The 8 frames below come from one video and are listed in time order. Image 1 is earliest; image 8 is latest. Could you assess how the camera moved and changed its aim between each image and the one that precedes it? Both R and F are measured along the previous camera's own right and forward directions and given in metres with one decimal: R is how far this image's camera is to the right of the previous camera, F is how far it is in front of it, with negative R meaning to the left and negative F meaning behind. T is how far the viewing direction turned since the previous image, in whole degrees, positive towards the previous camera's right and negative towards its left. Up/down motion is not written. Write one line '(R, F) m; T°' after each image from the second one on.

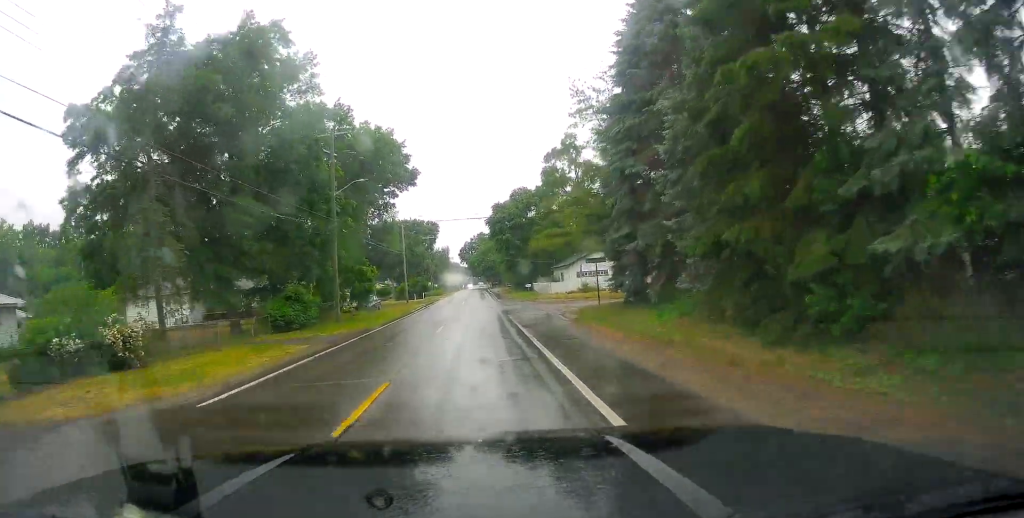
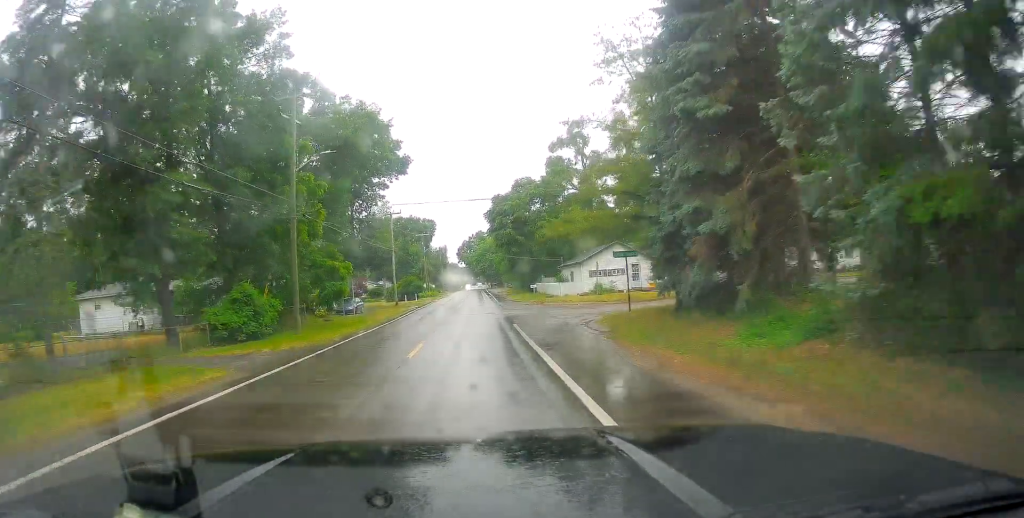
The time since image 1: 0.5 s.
(-0.2, +7.6) m; 0°
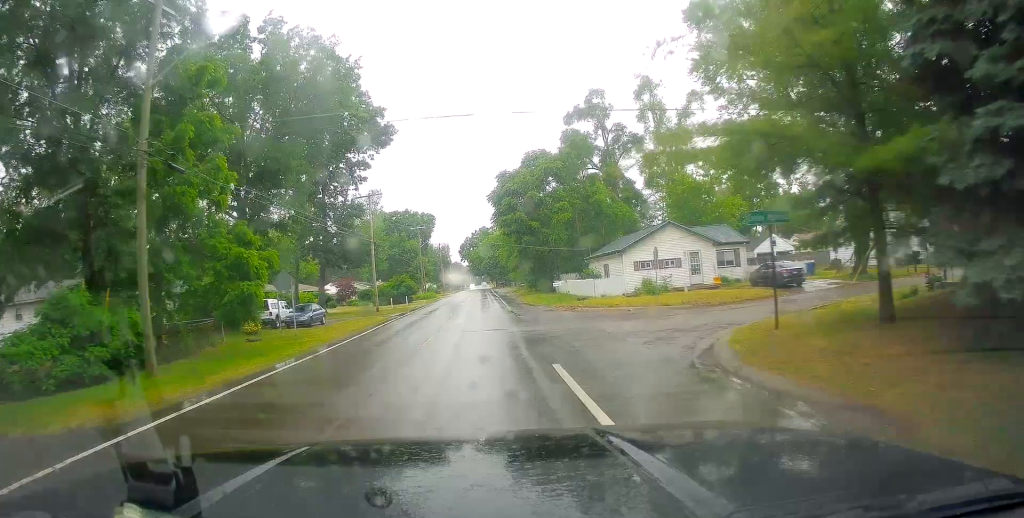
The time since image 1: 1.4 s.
(-0.2, +13.7) m; +2°
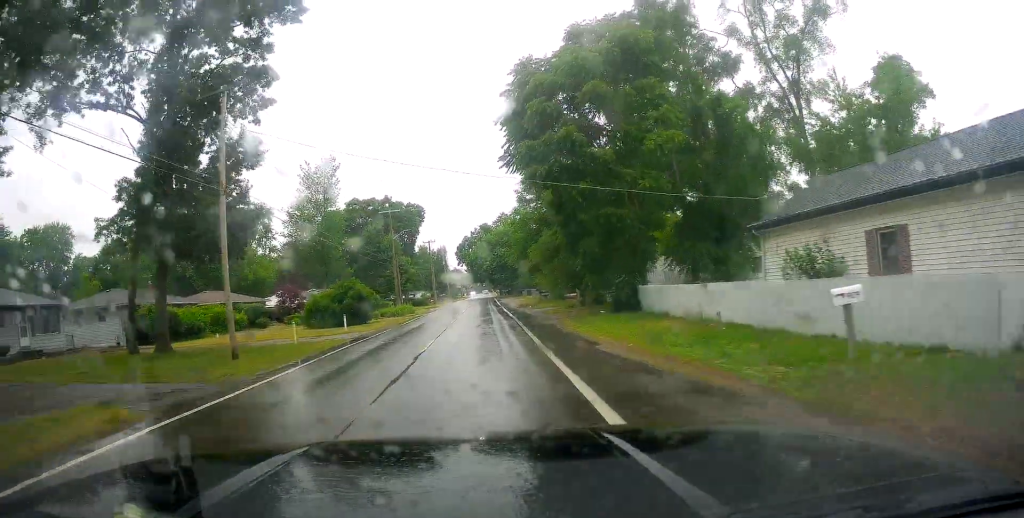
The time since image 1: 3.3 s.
(+0.6, +29.4) m; -1°
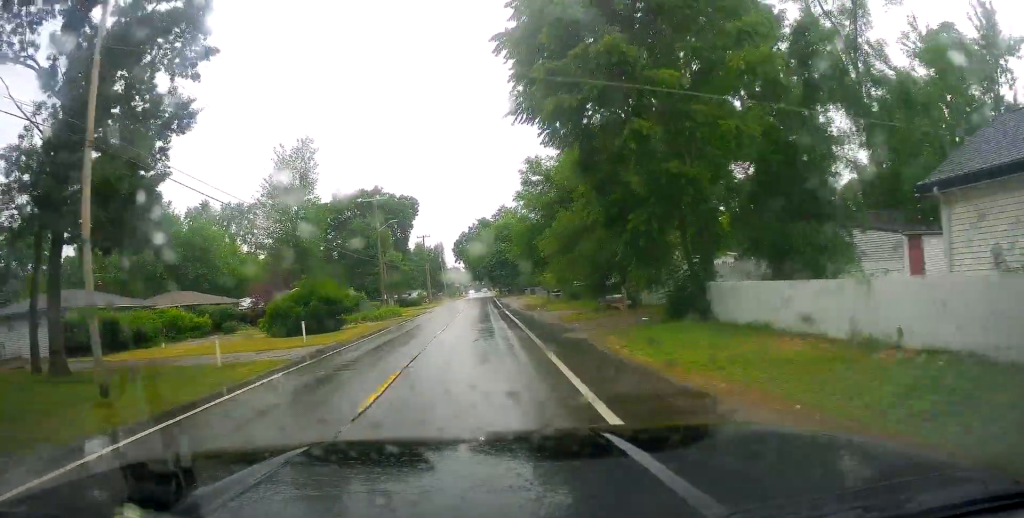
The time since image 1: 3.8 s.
(0.0, +8.3) m; 0°
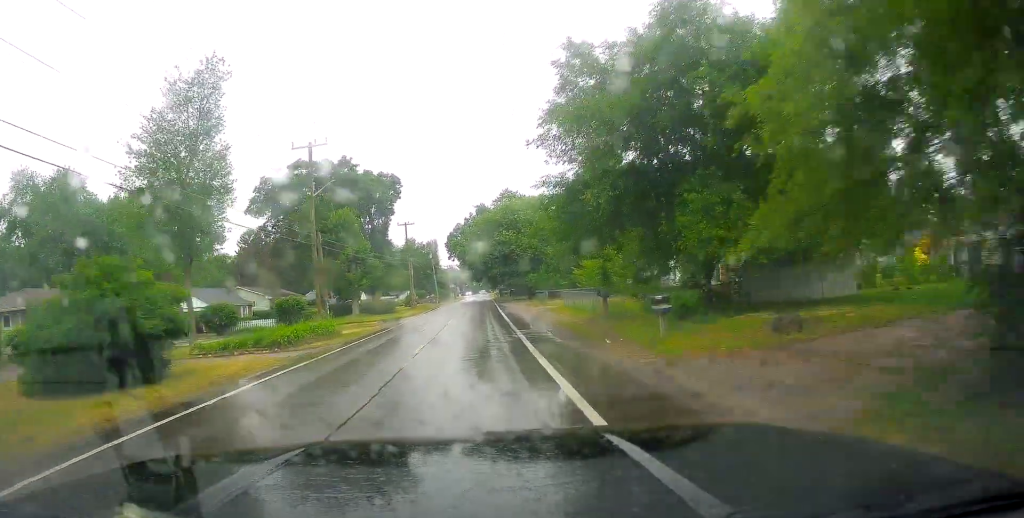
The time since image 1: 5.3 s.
(+0.1, +22.1) m; +2°
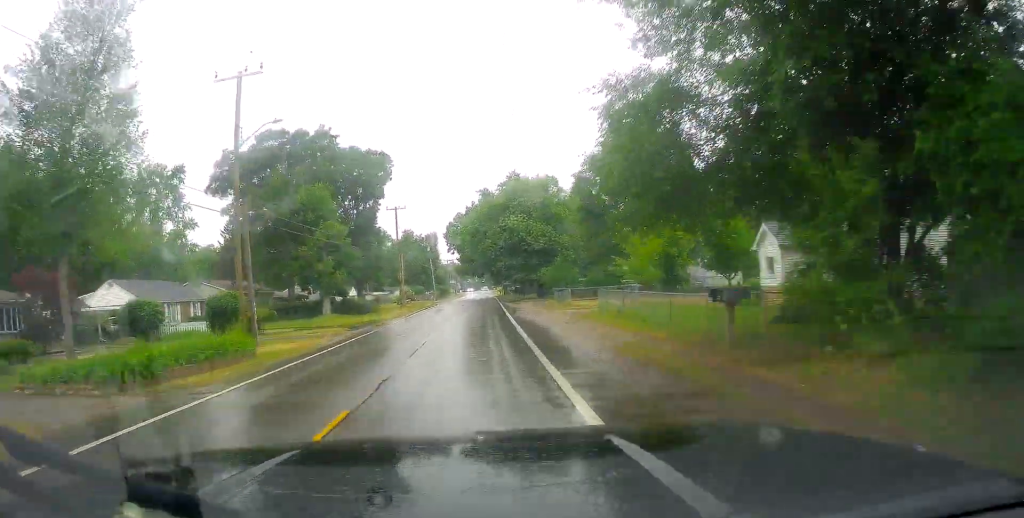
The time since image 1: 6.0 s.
(+0.3, +12.0) m; 0°
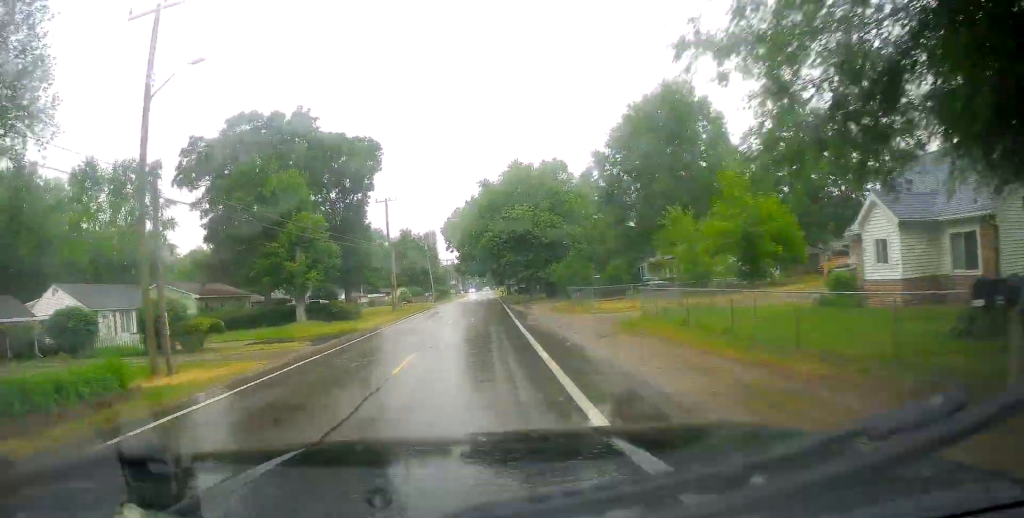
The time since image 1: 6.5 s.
(-0.1, +7.4) m; -1°
